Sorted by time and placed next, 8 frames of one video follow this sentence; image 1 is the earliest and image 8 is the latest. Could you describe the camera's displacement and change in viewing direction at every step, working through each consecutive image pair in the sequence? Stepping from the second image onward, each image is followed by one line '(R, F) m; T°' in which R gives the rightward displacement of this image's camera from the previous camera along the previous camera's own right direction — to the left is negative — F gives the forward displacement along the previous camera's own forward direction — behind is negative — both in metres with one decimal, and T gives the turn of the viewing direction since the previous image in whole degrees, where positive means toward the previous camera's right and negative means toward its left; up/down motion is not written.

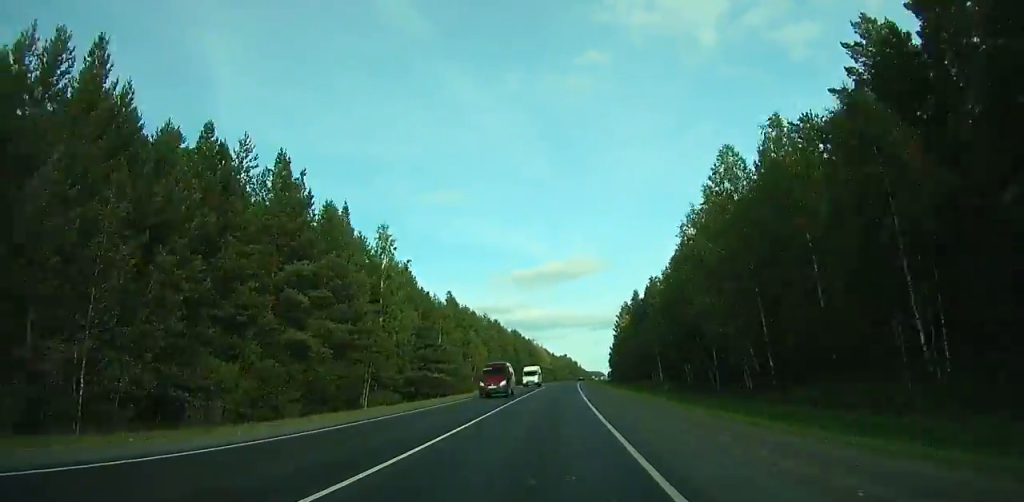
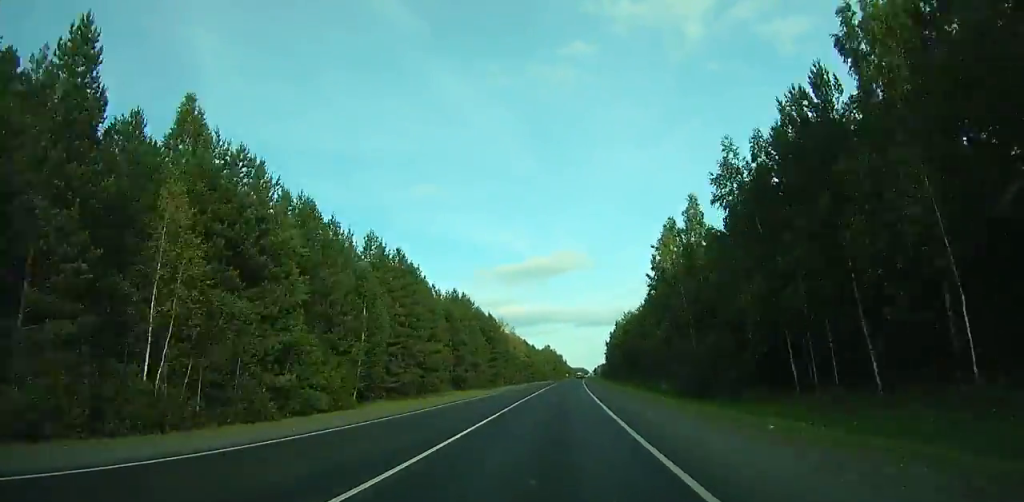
(+1.0, +74.9) m; +2°
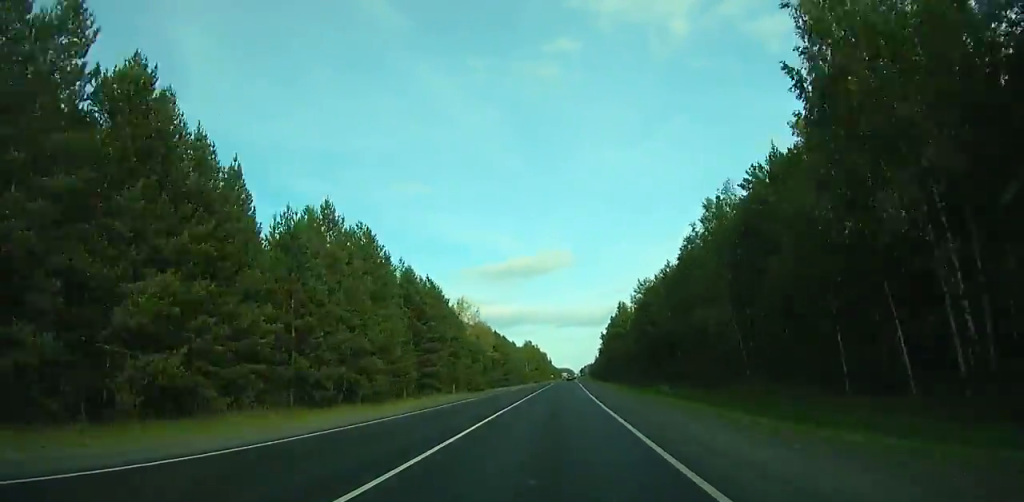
(+0.1, +48.0) m; +1°
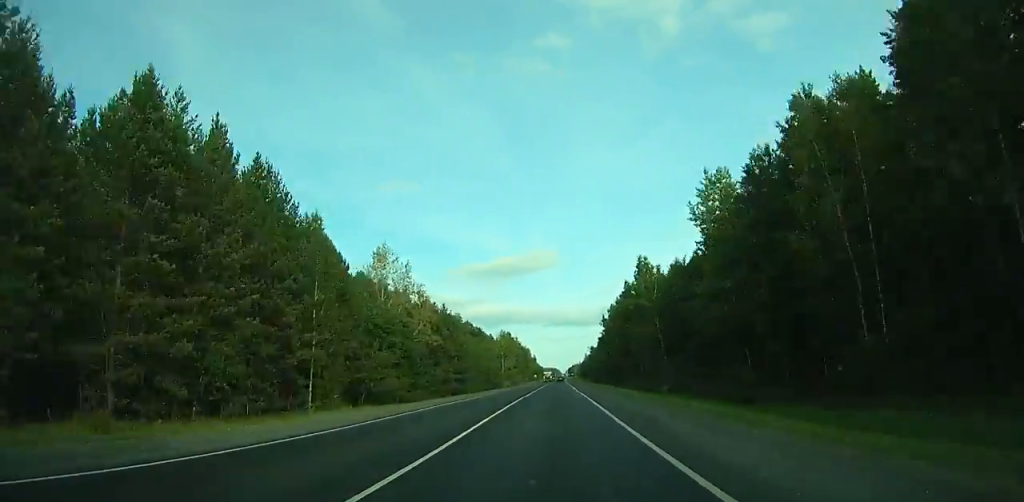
(+1.0, +50.6) m; +1°
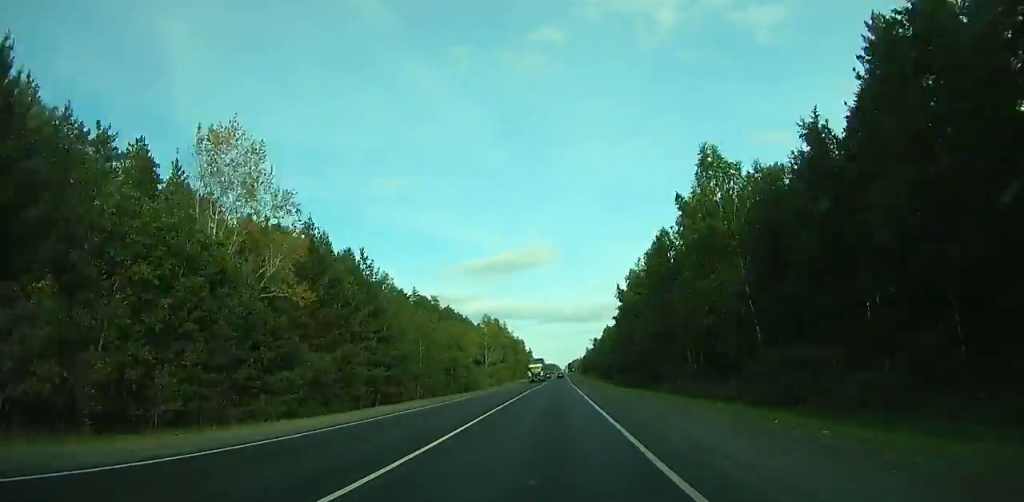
(+0.2, +38.7) m; +1°
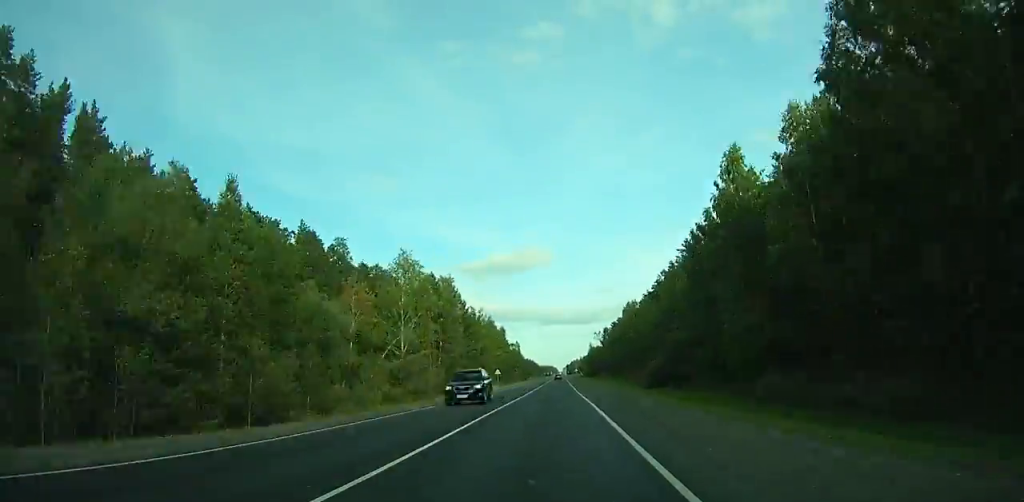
(+0.7, +79.1) m; +1°
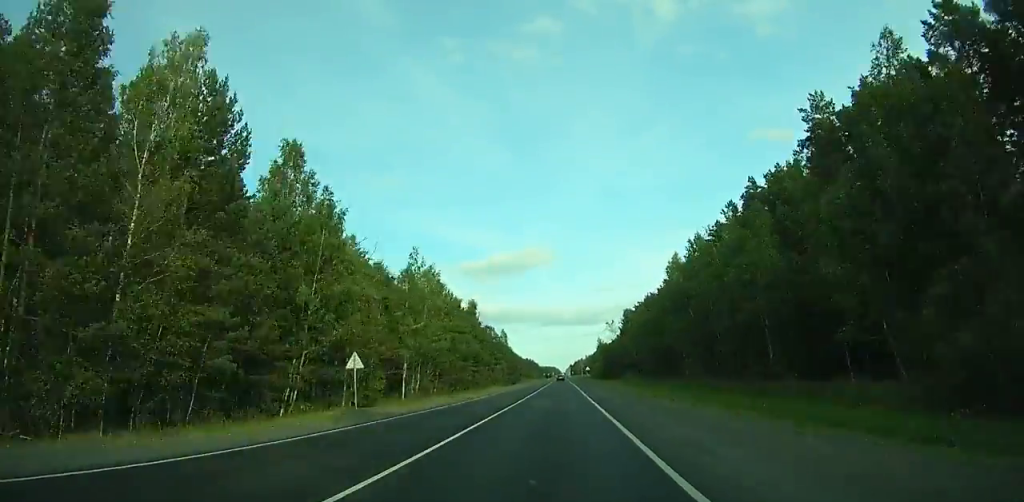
(+0.1, +63.2) m; 0°
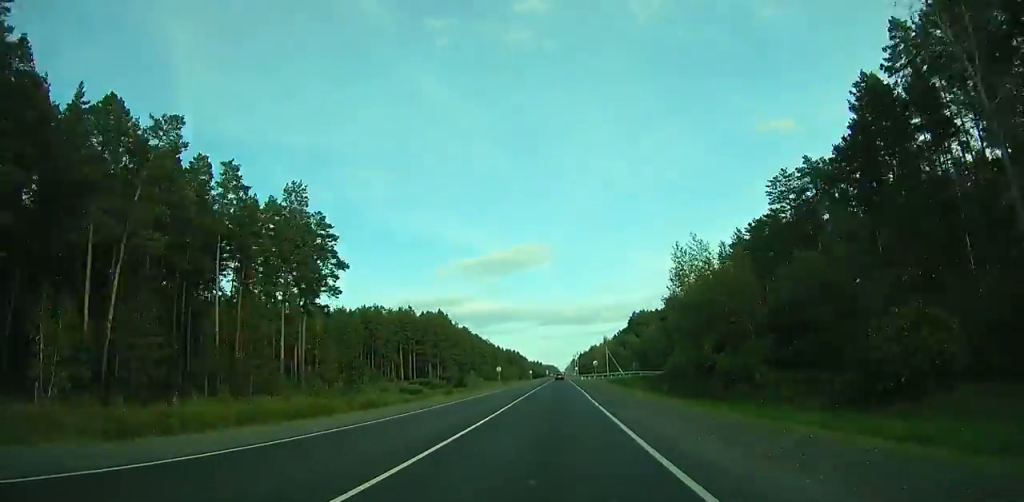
(-1.4, +210.7) m; -1°
